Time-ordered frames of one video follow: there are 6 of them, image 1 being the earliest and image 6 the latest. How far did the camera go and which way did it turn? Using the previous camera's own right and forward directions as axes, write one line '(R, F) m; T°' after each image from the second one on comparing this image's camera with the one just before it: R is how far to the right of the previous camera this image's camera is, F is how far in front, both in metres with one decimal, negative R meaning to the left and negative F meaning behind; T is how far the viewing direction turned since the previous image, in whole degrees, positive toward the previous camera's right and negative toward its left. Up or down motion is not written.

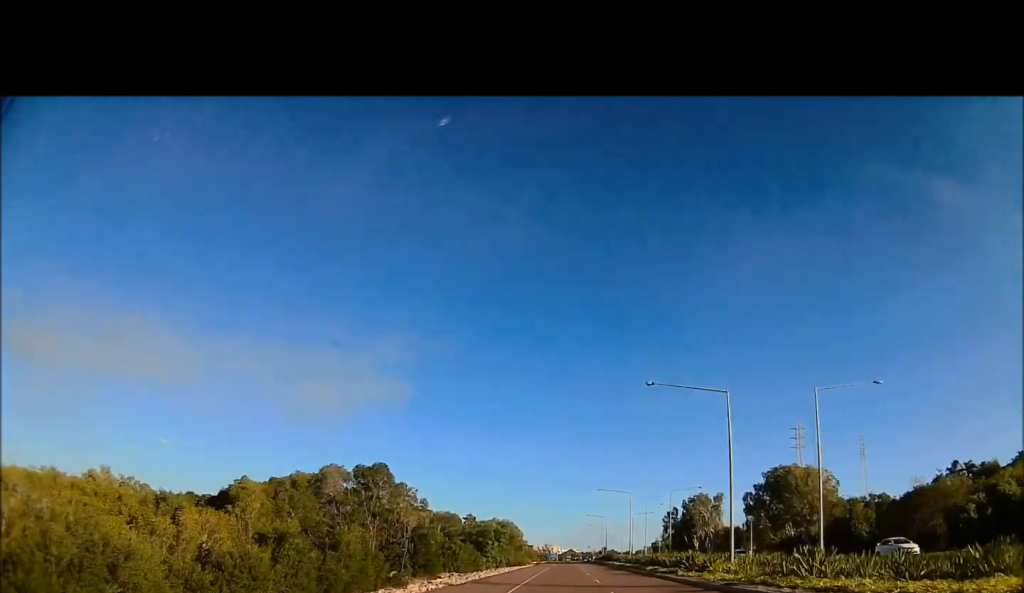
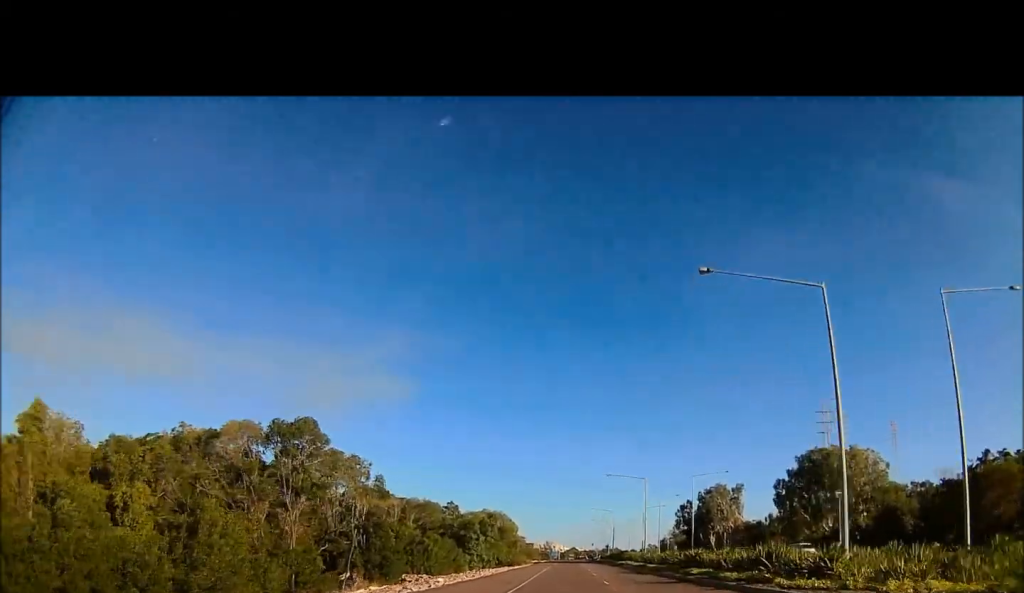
(-0.1, +13.3) m; 0°
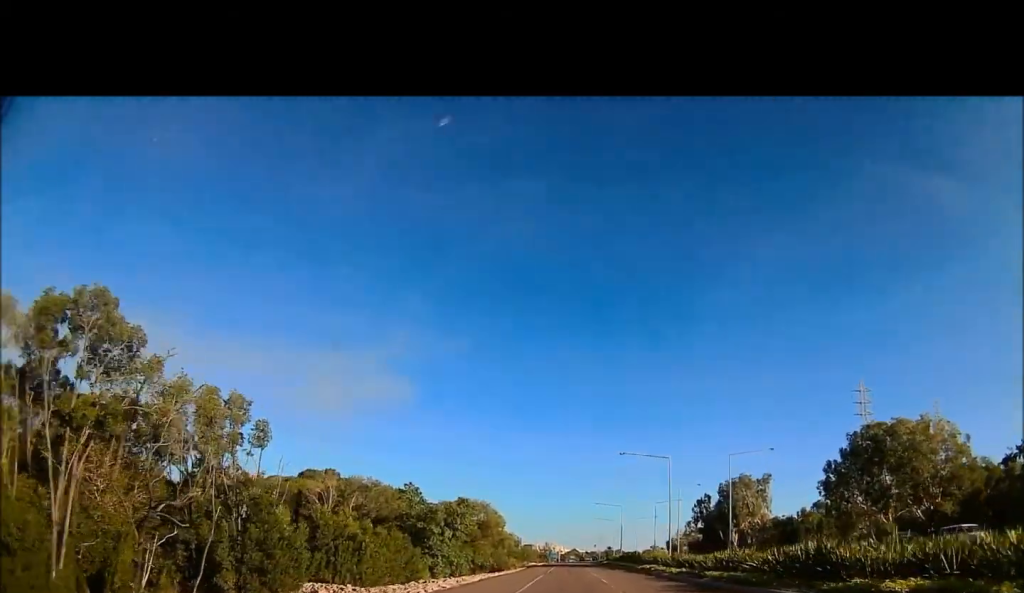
(0.0, +16.1) m; 0°
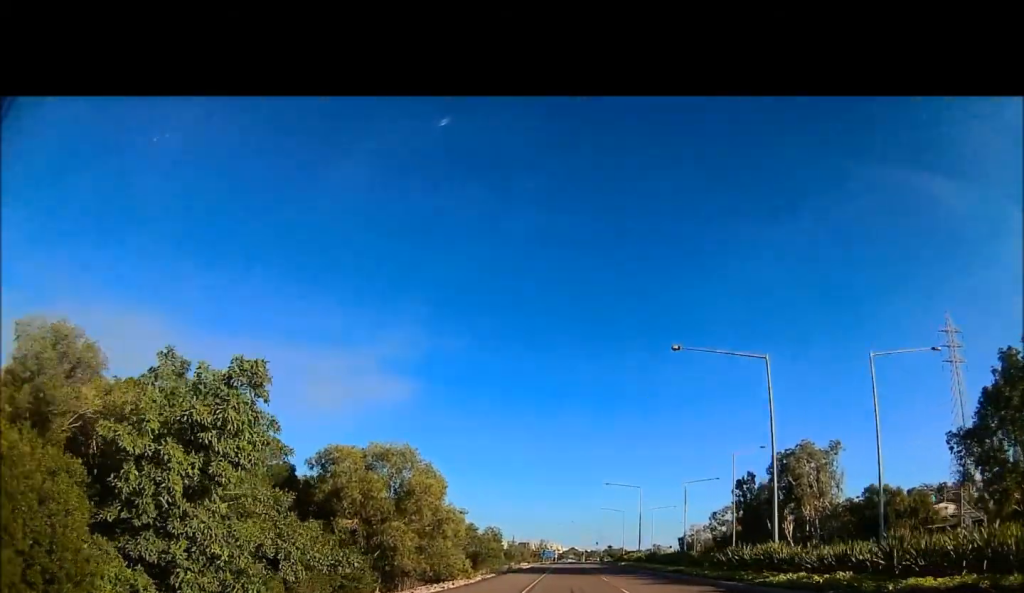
(+0.2, +31.1) m; +1°
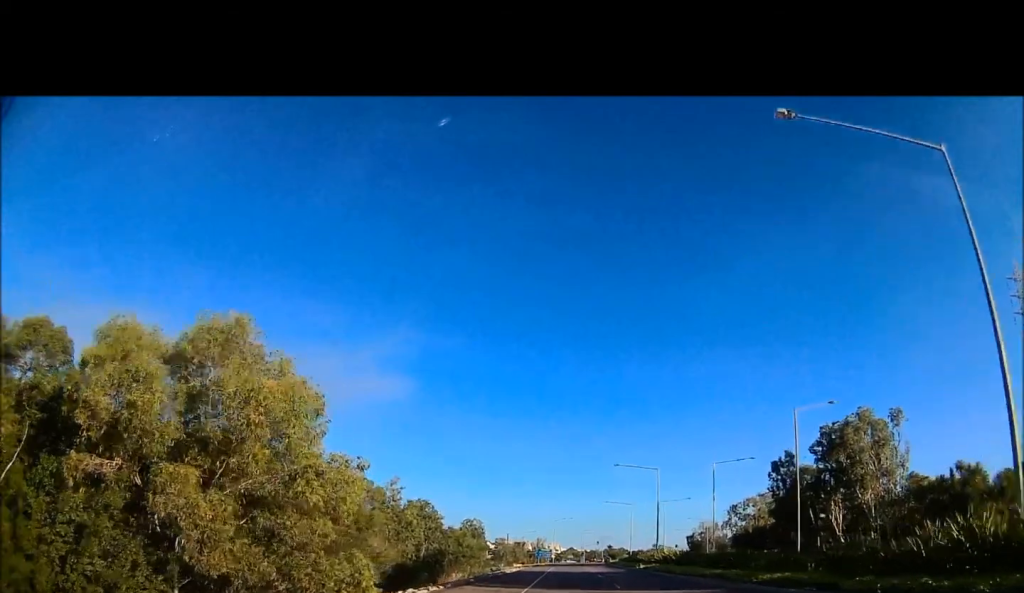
(0.0, +20.2) m; 0°
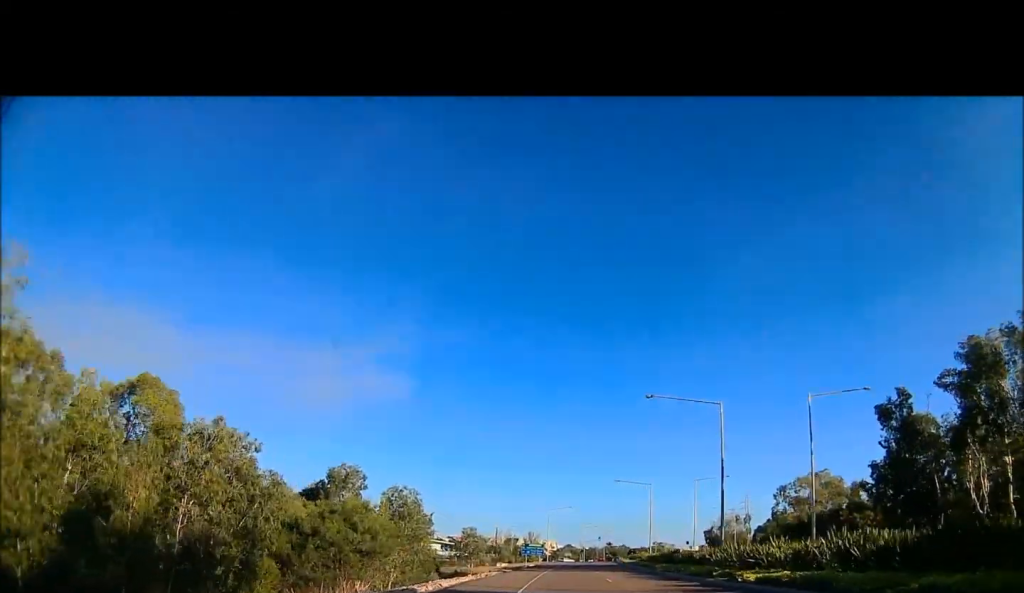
(0.0, +35.2) m; 0°
